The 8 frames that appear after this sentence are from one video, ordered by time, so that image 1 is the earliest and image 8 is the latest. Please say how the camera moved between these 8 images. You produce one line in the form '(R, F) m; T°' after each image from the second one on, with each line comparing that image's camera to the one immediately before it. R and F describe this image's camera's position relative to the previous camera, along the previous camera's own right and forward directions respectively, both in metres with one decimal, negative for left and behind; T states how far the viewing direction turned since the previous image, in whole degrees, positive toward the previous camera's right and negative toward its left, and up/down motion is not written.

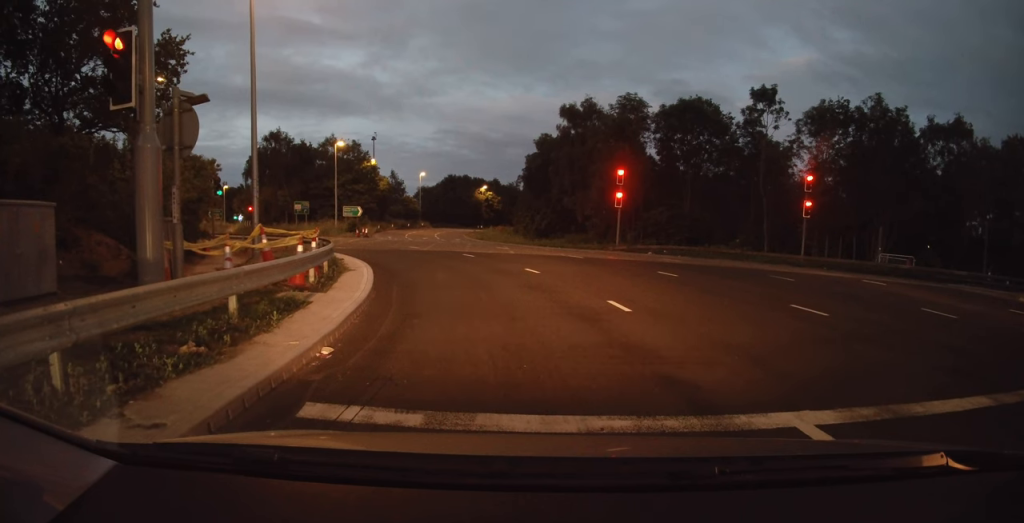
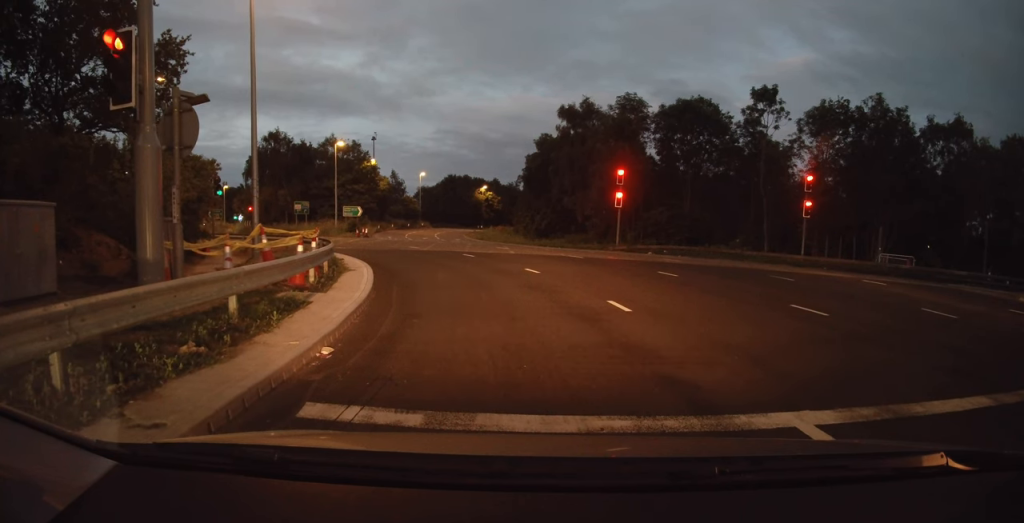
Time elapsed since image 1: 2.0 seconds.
(0.0, 0.0) m; 0°
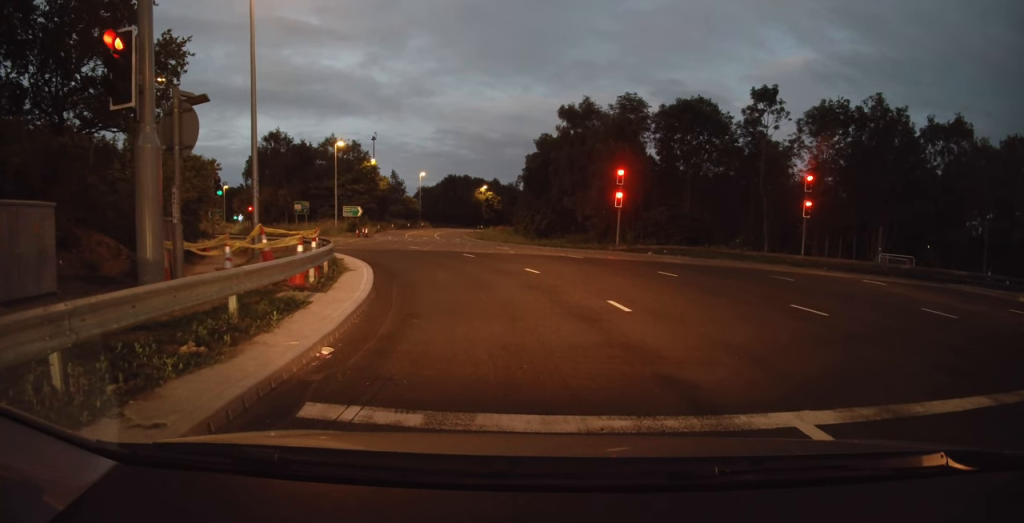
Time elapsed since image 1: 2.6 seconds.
(0.0, 0.0) m; 0°
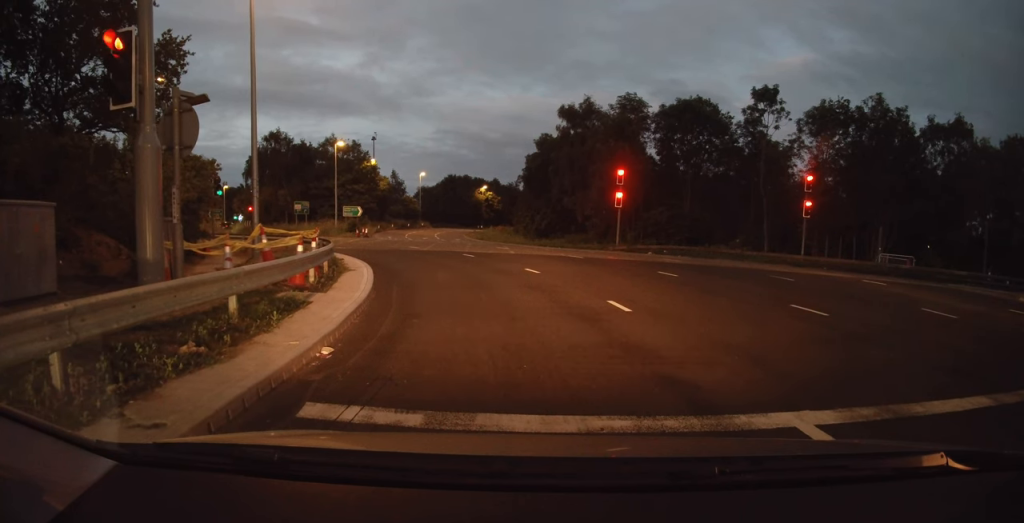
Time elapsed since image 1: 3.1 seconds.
(0.0, 0.0) m; 0°
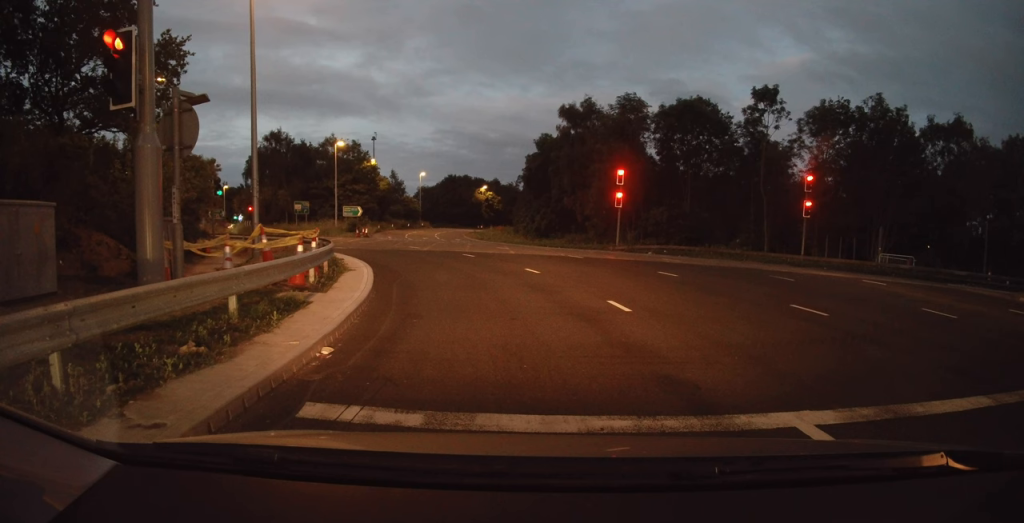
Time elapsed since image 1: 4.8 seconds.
(0.0, 0.0) m; 0°
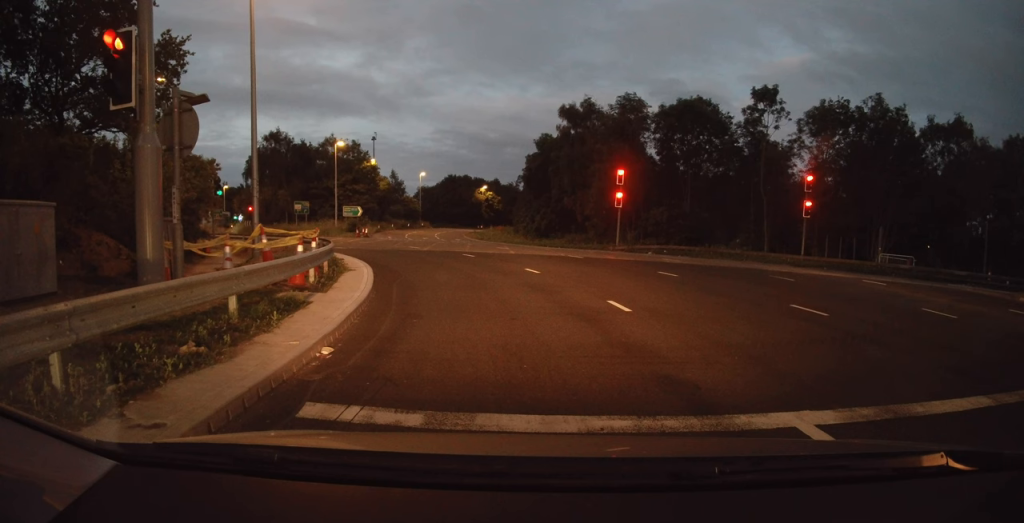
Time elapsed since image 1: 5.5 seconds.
(0.0, 0.0) m; 0°
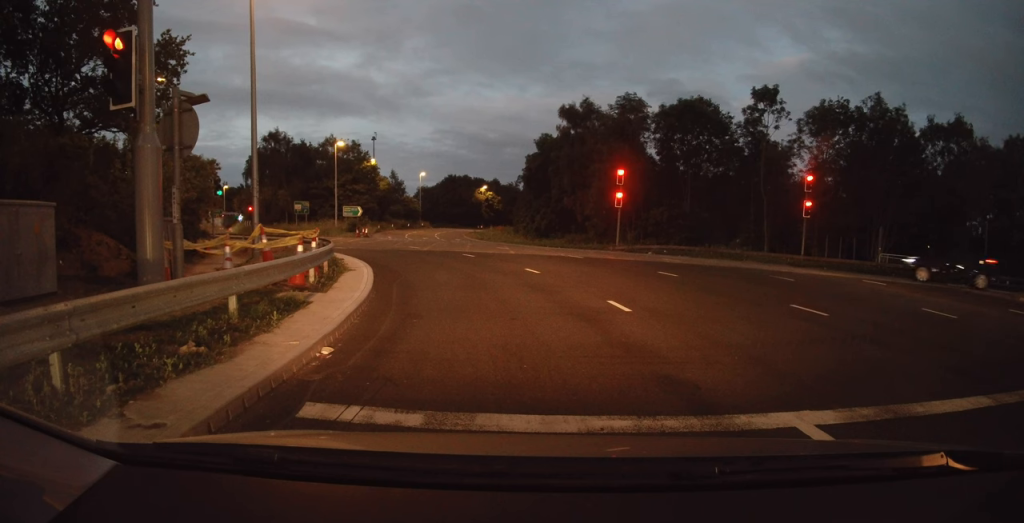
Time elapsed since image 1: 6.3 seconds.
(0.0, 0.0) m; 0°
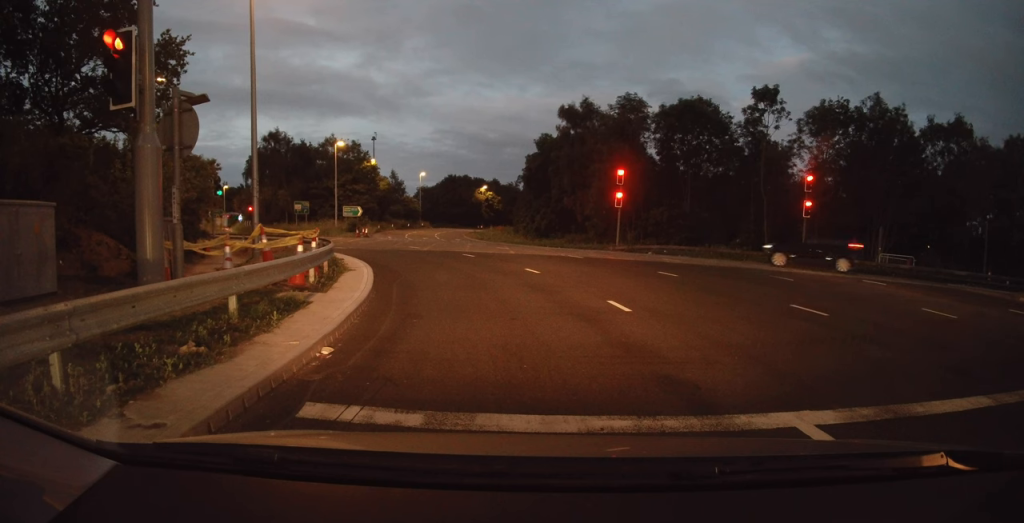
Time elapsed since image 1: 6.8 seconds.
(0.0, 0.0) m; 0°
